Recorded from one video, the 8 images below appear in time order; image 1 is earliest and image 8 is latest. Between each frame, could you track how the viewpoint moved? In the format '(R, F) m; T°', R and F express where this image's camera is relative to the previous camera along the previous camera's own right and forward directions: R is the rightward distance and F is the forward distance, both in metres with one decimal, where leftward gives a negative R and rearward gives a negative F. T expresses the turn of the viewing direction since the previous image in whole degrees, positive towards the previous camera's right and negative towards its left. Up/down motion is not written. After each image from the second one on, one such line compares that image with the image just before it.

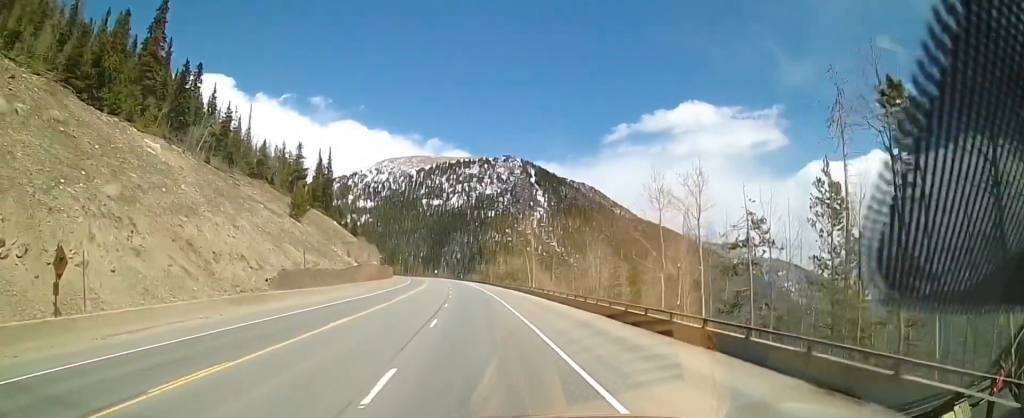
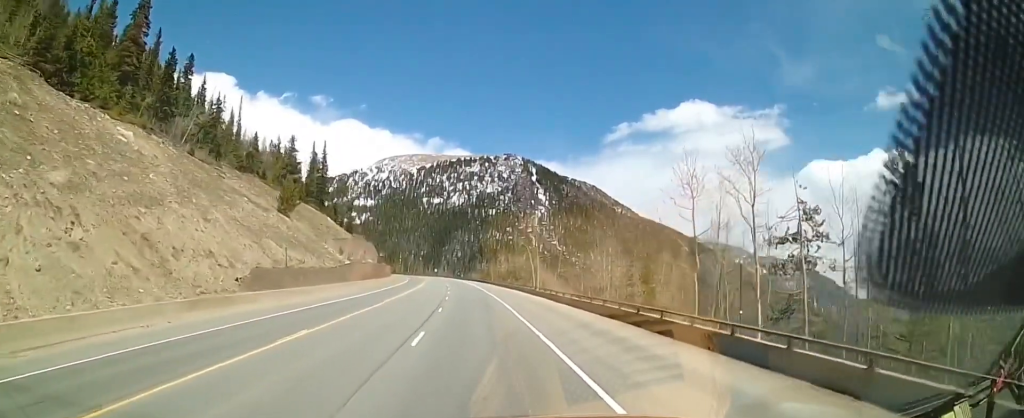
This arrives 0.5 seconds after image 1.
(-0.2, +5.3) m; -1°
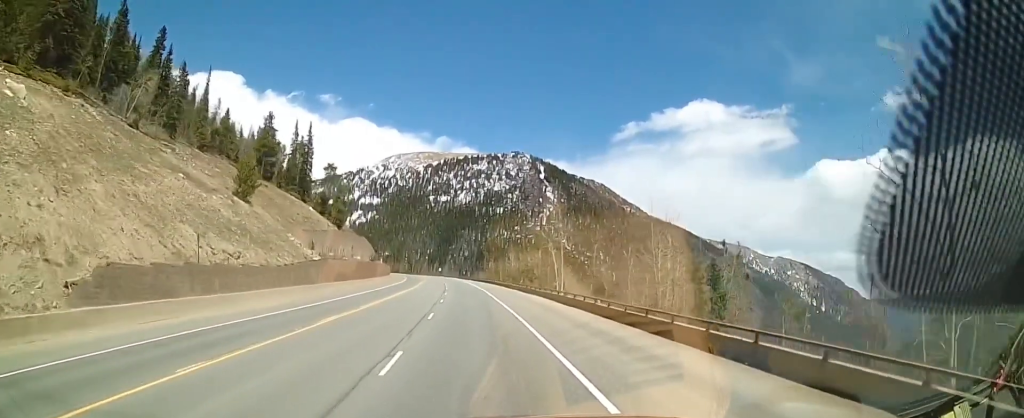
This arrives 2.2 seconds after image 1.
(-0.2, +17.1) m; +1°
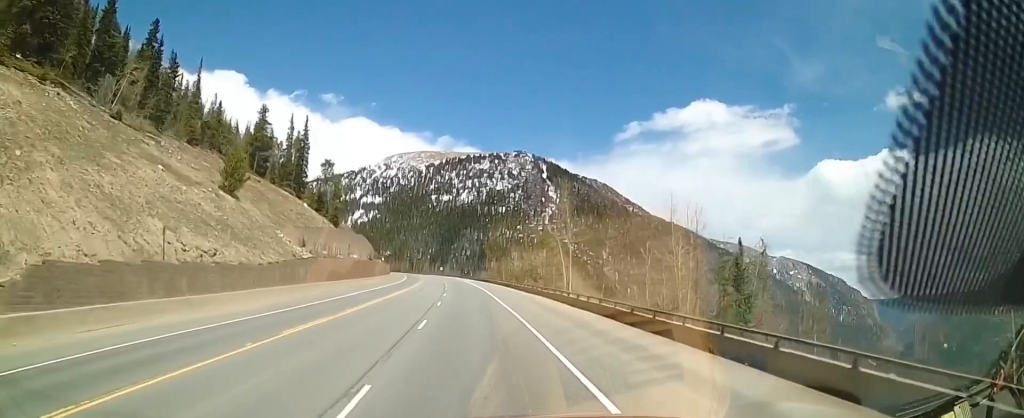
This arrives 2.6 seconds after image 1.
(0.0, +4.2) m; -1°
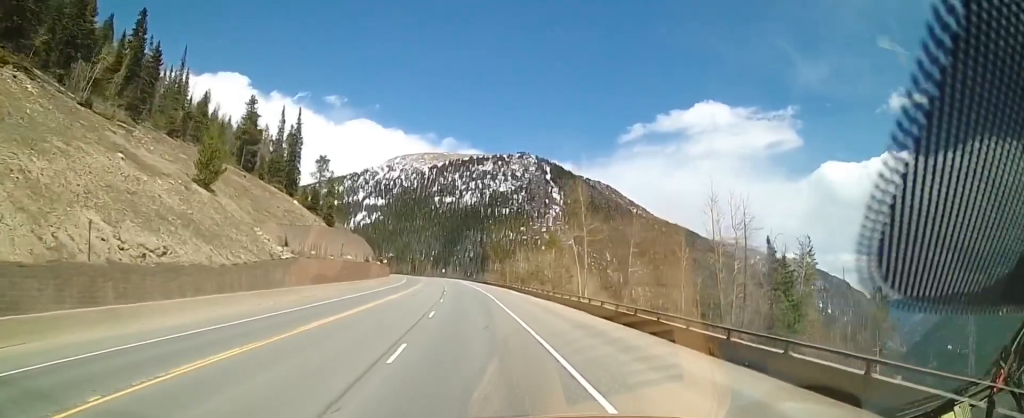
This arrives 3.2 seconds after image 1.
(0.0, +6.6) m; -2°
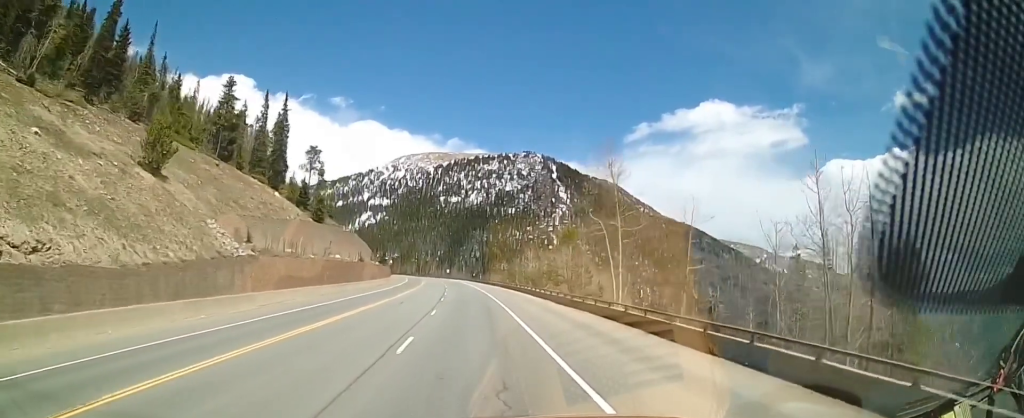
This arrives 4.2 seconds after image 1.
(-0.5, +10.5) m; +1°
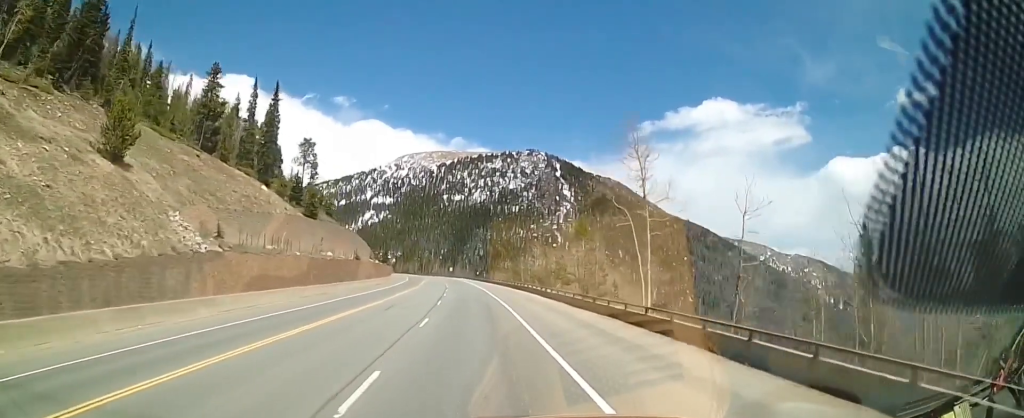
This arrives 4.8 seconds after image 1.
(+0.3, +6.0) m; +2°
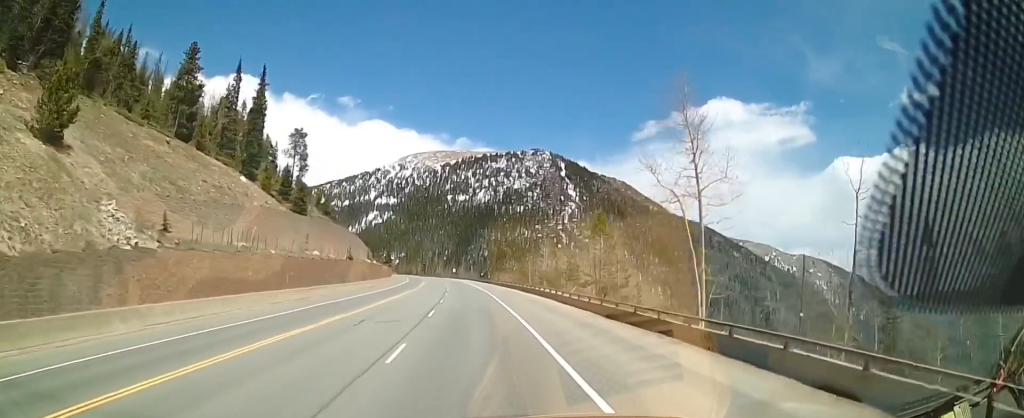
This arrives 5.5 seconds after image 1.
(+0.2, +7.9) m; 0°
